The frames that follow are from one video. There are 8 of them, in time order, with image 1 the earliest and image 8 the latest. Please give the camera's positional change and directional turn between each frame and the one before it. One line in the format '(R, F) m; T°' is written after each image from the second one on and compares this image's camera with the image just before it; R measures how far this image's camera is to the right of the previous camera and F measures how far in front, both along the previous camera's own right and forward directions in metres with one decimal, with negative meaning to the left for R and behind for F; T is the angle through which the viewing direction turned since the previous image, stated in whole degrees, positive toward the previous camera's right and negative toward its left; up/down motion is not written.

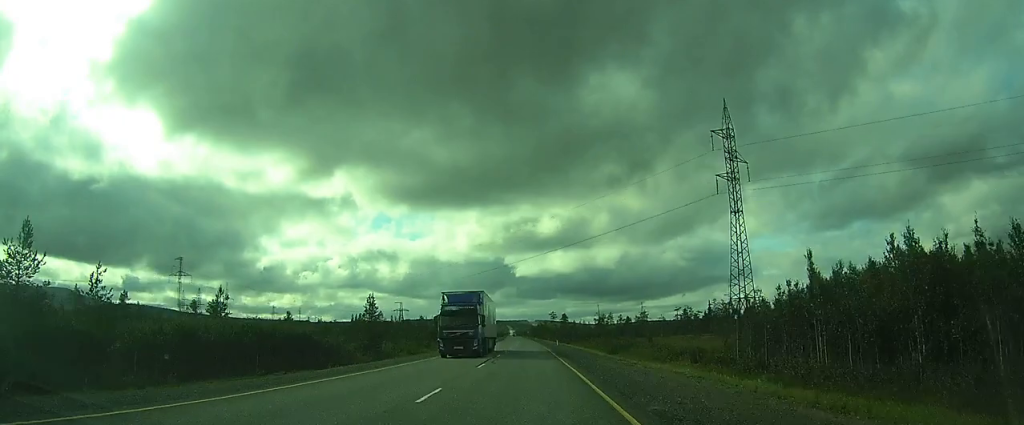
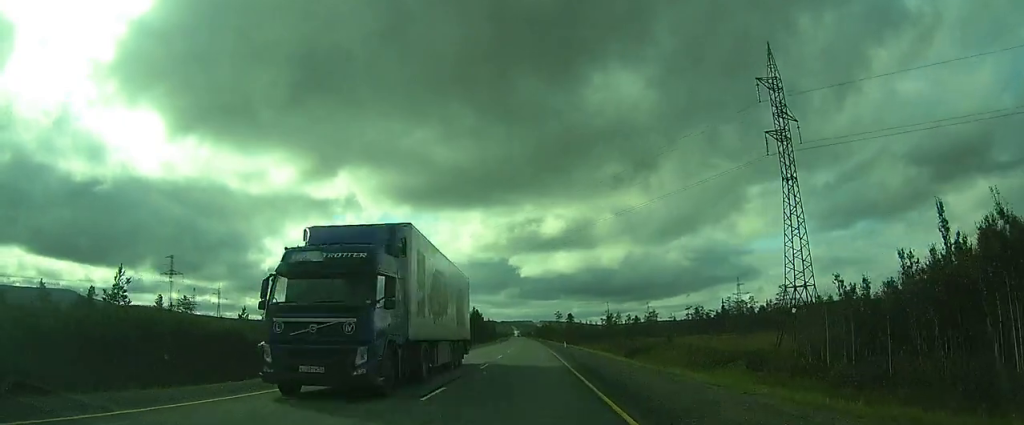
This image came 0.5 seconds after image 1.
(+0.1, +11.5) m; 0°
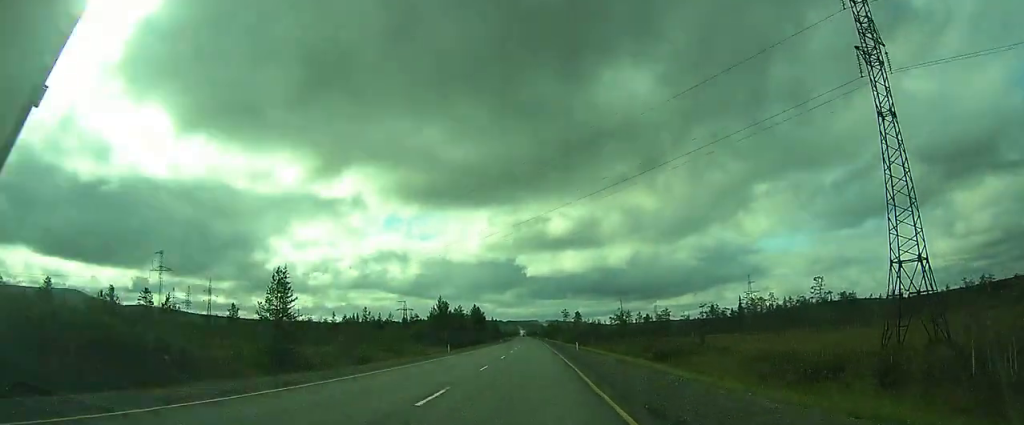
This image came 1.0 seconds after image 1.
(-0.1, +13.2) m; 0°
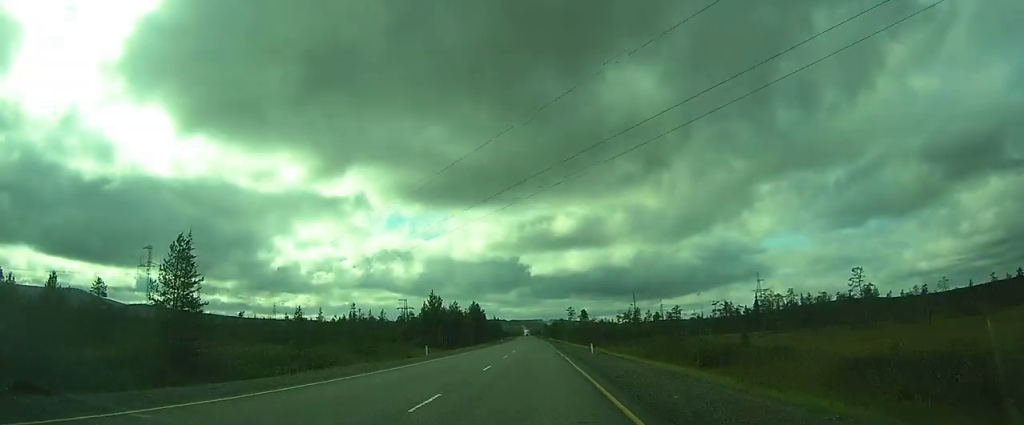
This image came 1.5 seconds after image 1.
(-0.1, +12.4) m; 0°
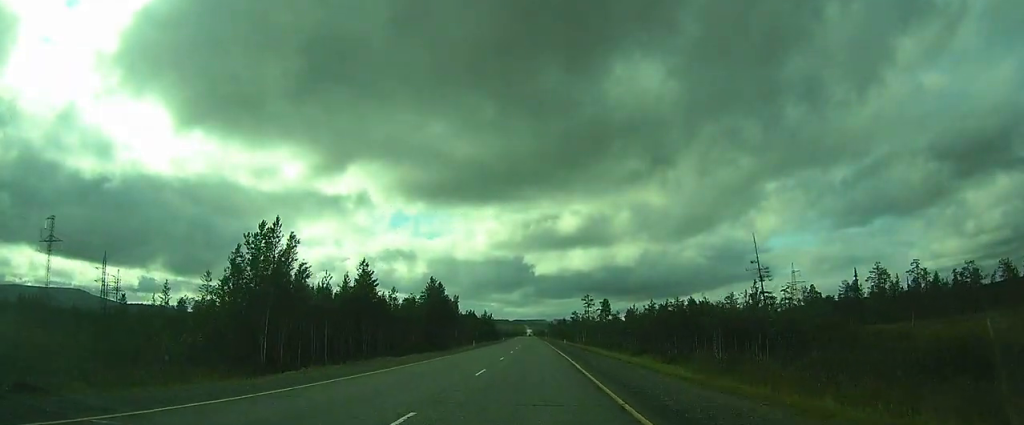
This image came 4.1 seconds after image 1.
(-0.7, +63.7) m; -1°
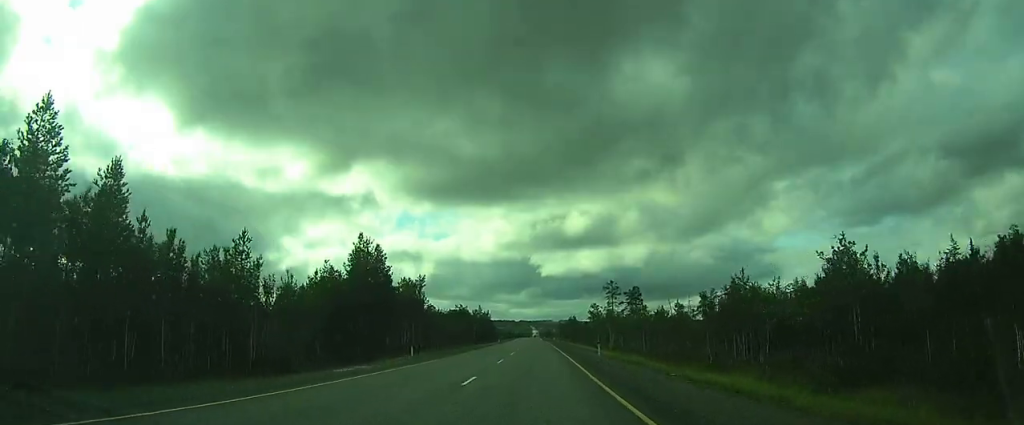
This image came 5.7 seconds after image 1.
(0.0, +40.0) m; 0°
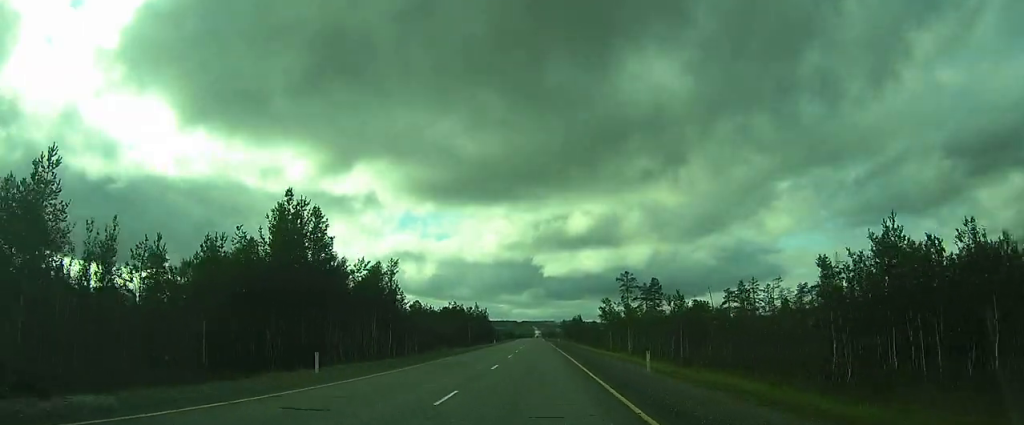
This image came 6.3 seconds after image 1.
(0.0, +16.8) m; 0°
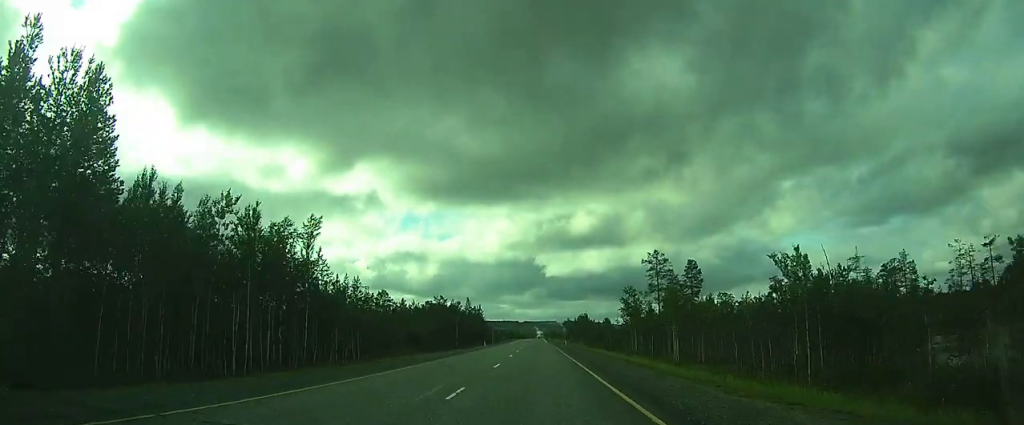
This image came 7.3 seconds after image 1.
(0.0, +23.8) m; 0°
